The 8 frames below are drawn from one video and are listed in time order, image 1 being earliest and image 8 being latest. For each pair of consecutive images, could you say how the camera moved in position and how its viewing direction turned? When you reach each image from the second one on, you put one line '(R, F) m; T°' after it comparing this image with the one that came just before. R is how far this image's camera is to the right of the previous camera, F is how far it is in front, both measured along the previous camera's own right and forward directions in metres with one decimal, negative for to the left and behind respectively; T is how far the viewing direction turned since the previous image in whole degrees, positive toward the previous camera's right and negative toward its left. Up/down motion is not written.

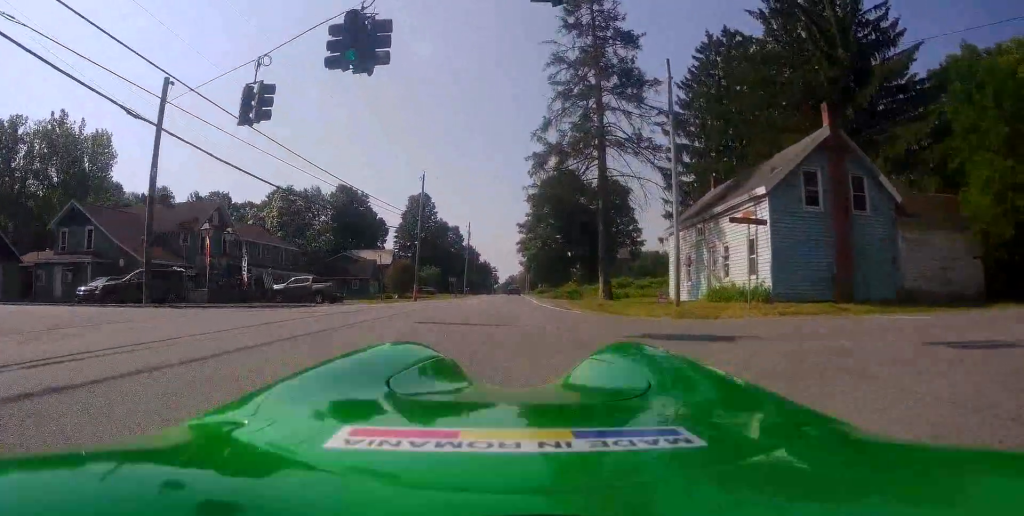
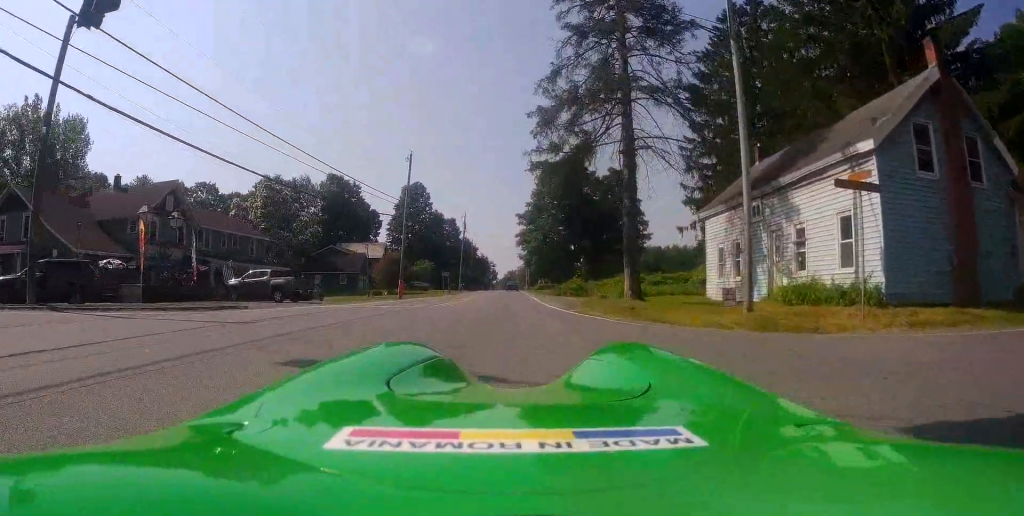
(-0.5, +6.4) m; -7°
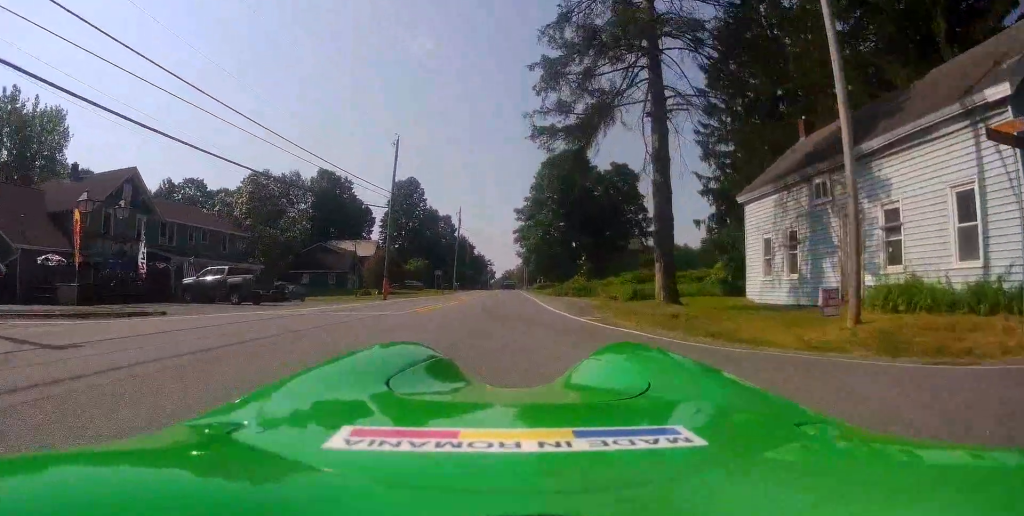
(-0.5, +4.4) m; -2°
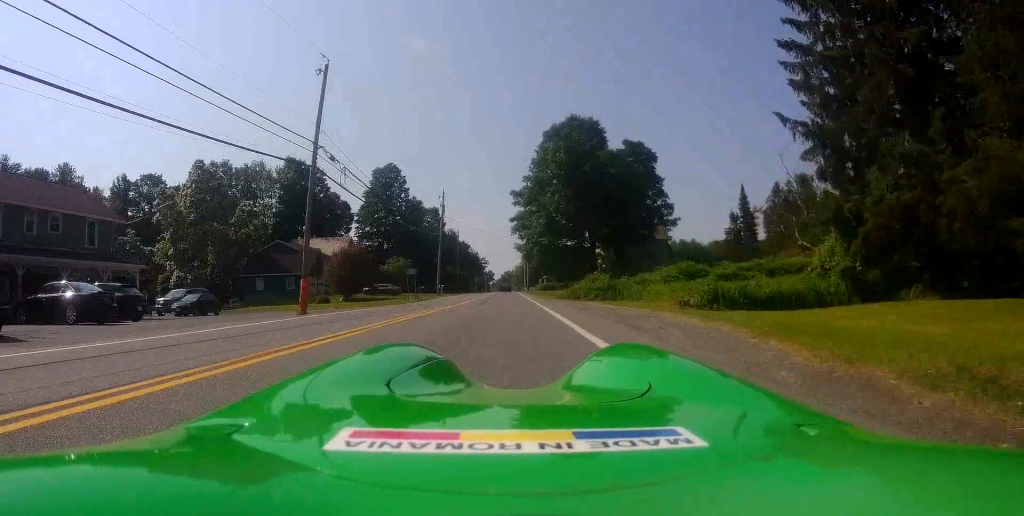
(+0.1, +15.7) m; +8°
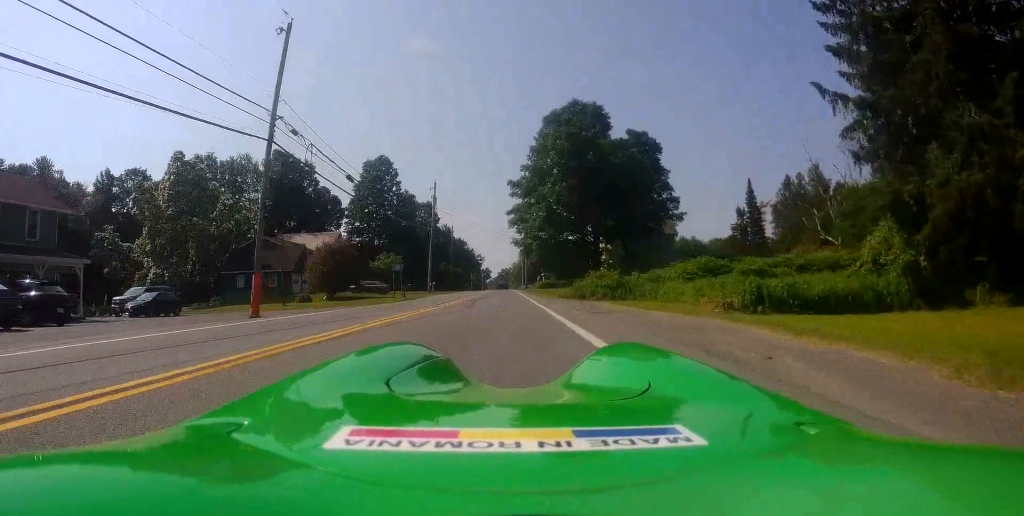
(+0.5, +4.4) m; +5°
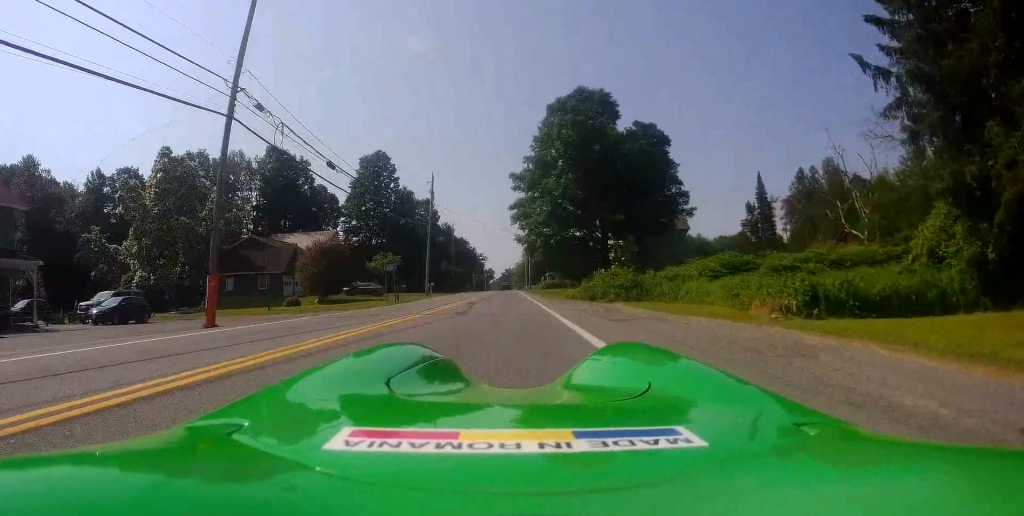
(+0.5, +3.8) m; +4°
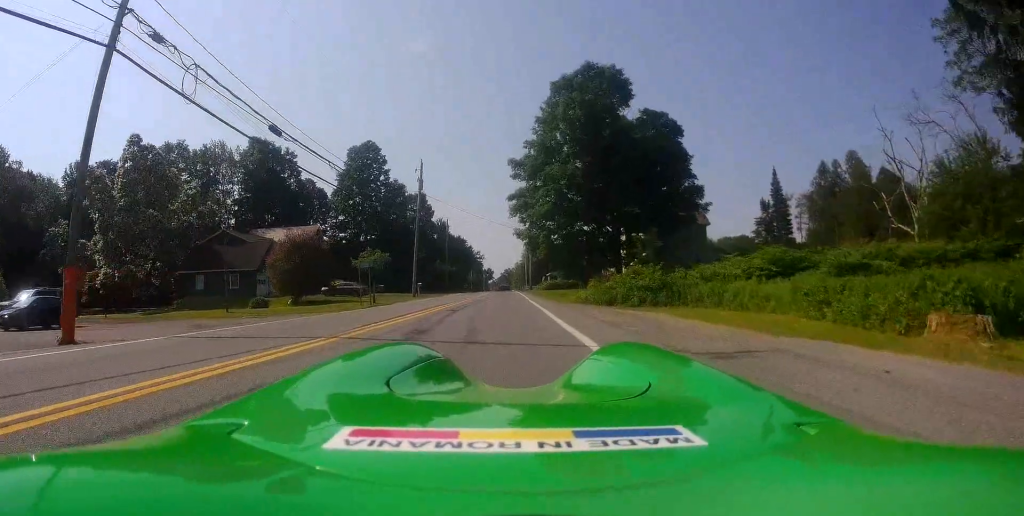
(0.0, +6.6) m; -1°
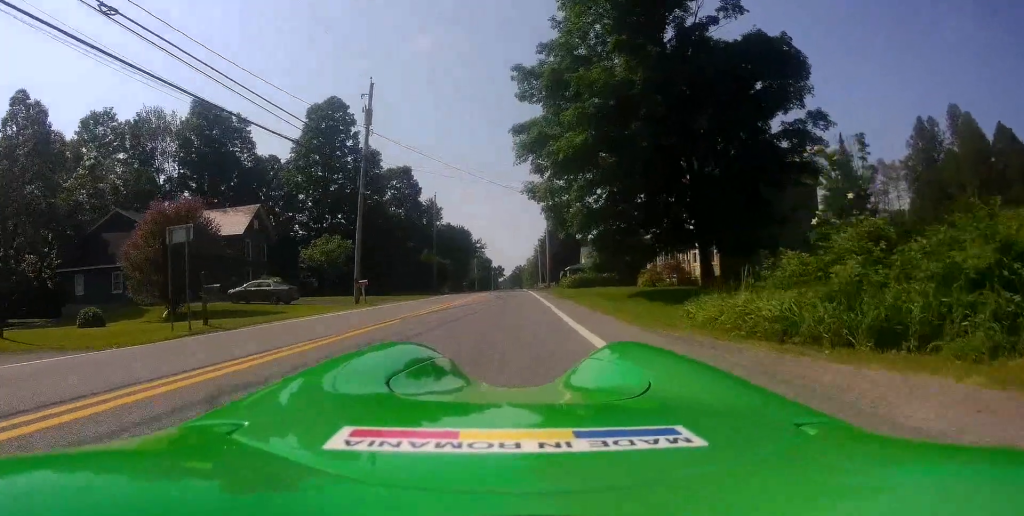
(+0.5, +19.7) m; +9°
